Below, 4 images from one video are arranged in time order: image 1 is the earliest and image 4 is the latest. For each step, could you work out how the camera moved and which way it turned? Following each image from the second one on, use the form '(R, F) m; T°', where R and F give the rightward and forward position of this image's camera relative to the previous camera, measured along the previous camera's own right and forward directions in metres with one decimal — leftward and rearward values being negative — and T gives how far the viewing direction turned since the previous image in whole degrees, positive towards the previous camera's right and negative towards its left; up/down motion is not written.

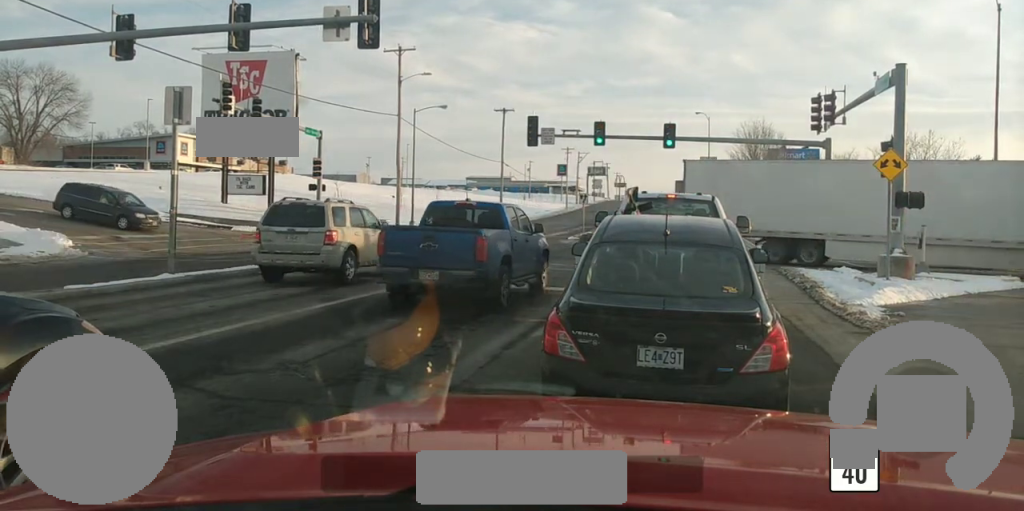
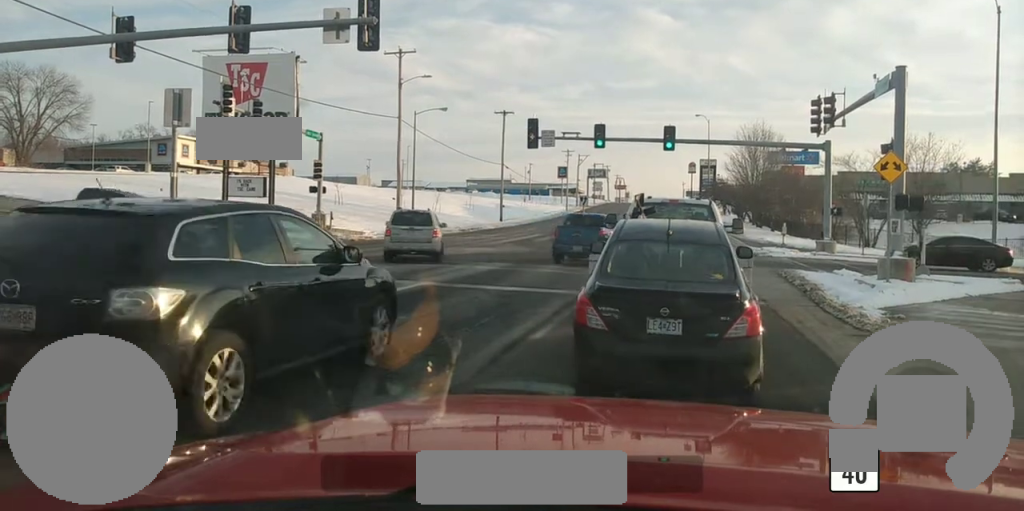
(0.0, +1.5) m; 0°
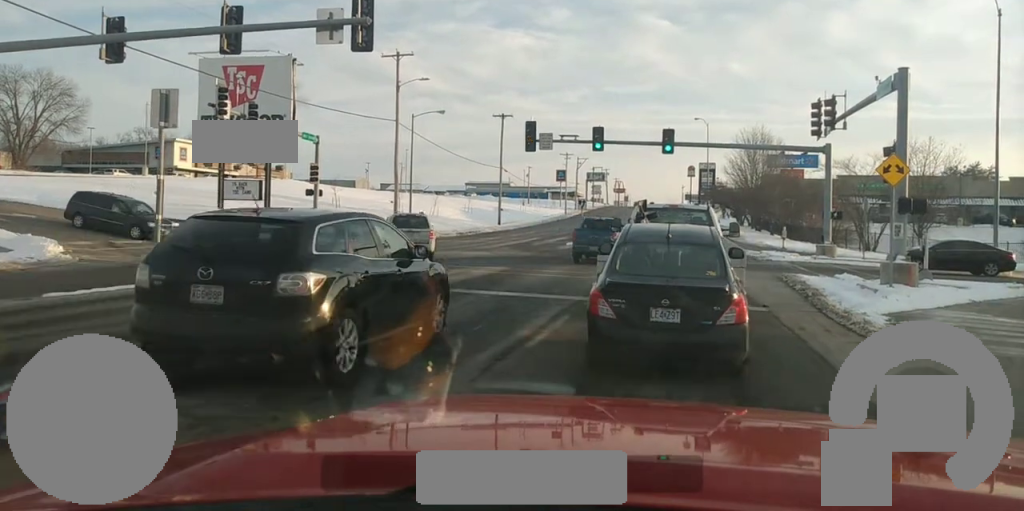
(0.0, +1.6) m; 0°
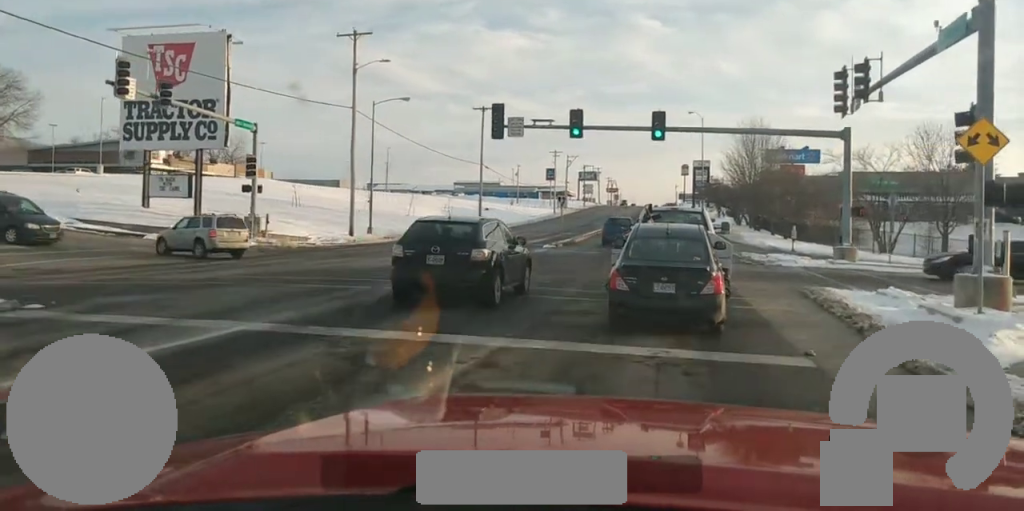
(0.0, +9.1) m; 0°
